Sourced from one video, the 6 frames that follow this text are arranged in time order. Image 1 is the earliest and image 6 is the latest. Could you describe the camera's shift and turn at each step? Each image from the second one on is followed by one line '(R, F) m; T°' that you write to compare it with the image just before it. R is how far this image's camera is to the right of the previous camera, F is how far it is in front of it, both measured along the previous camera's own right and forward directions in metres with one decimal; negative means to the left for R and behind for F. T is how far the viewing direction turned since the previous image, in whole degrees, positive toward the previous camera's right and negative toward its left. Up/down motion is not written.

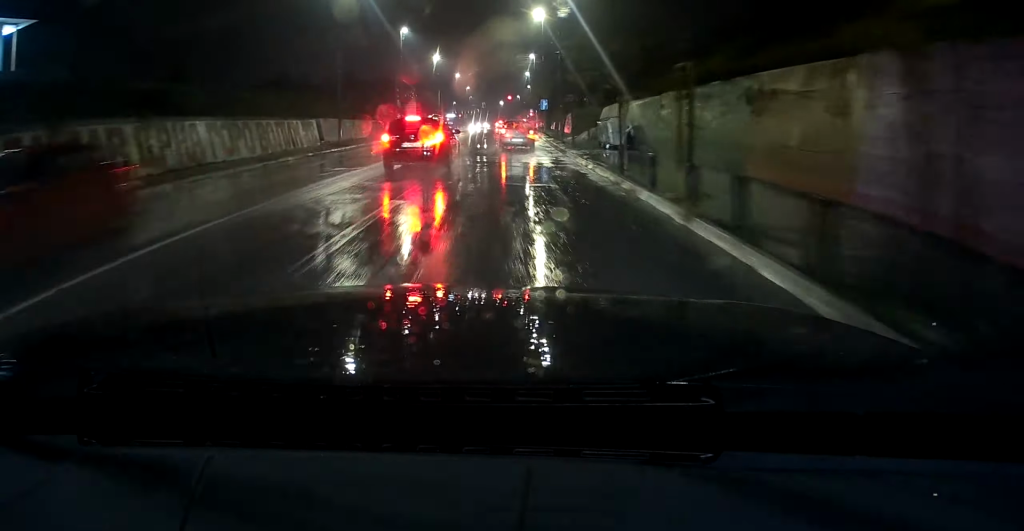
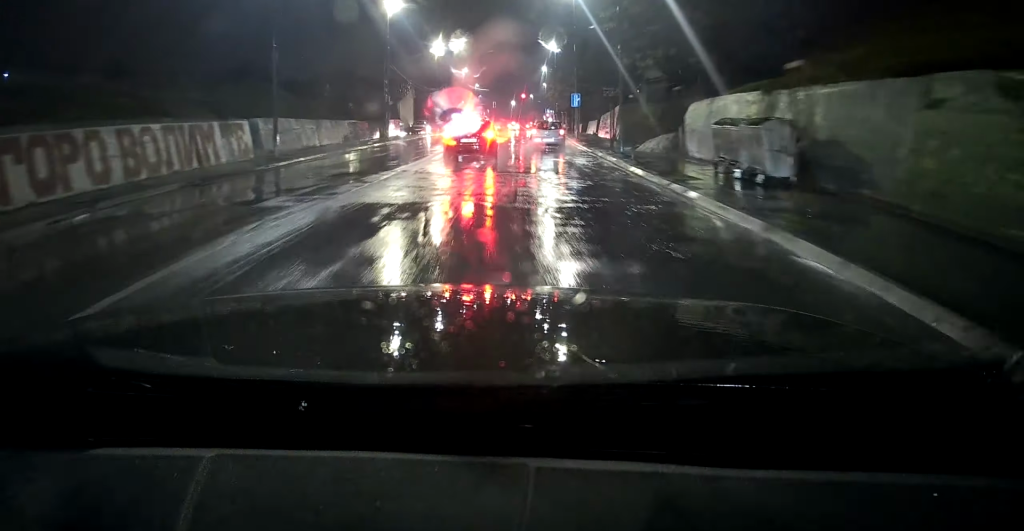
(-0.2, +14.7) m; 0°
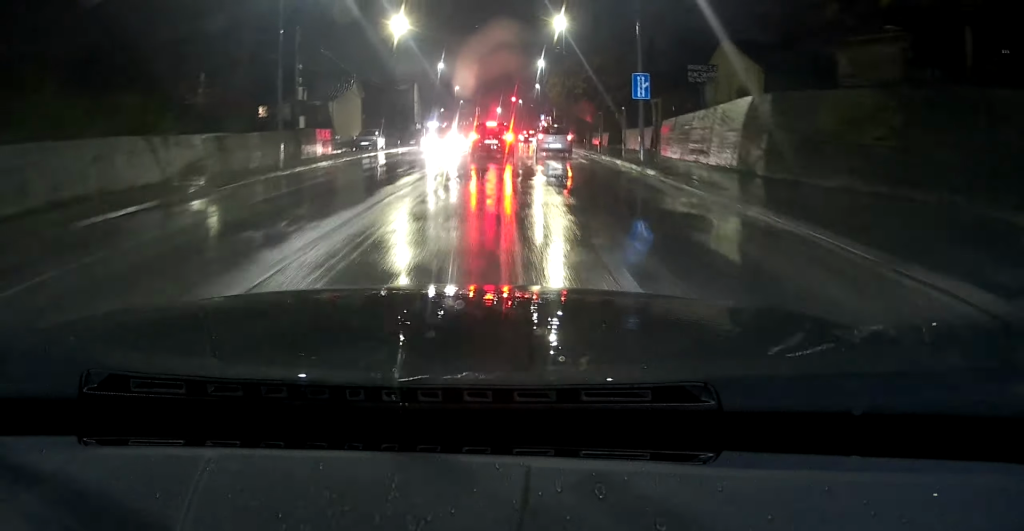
(+0.1, +21.8) m; +2°
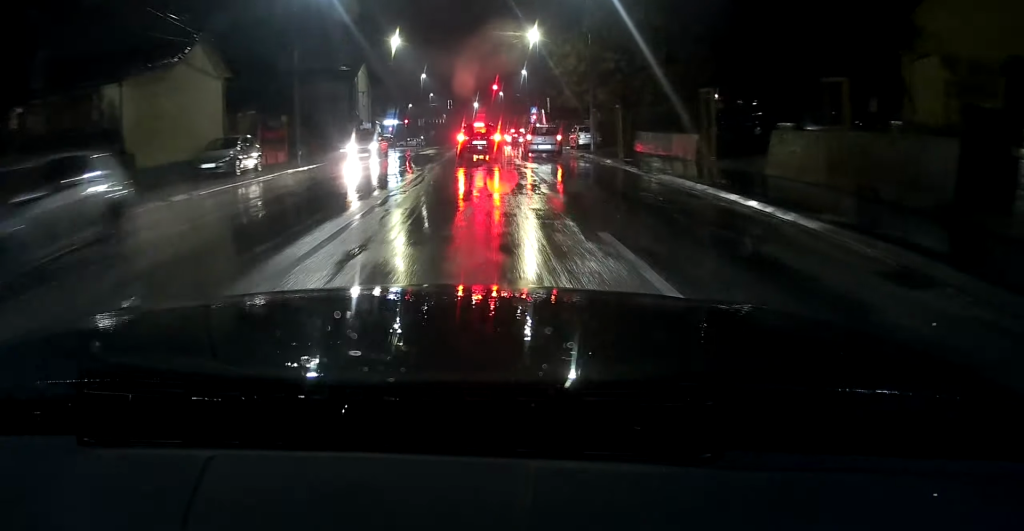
(+0.6, +22.7) m; +1°
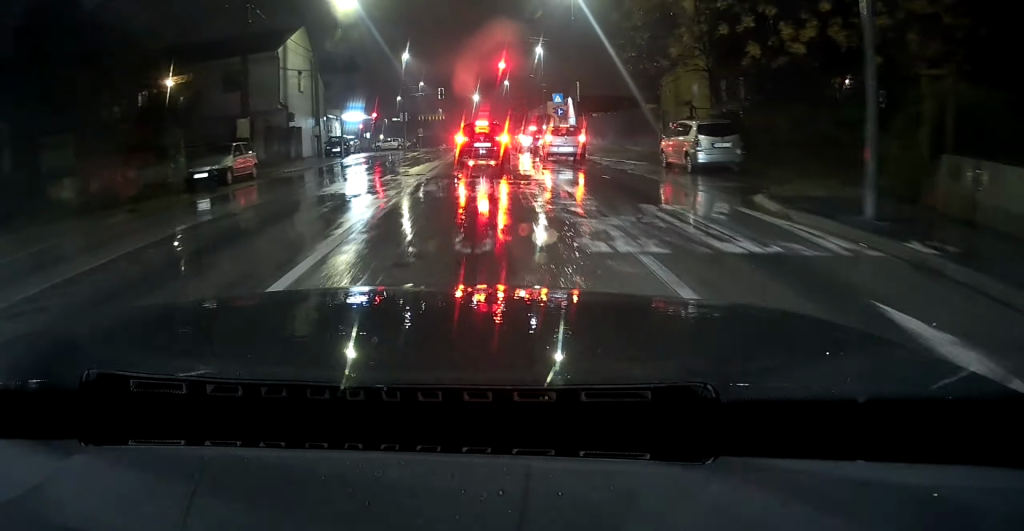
(-0.6, +22.6) m; -2°
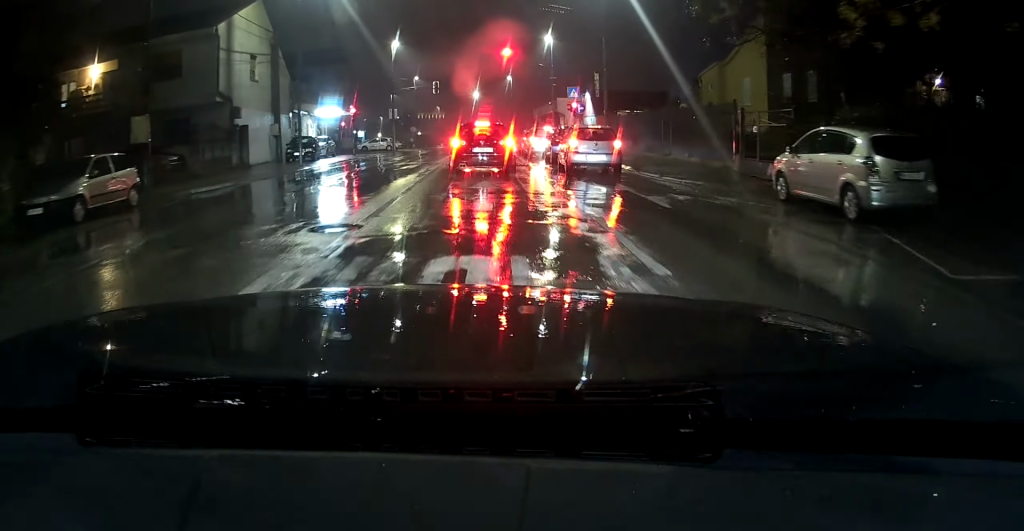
(-0.1, +9.9) m; +2°
